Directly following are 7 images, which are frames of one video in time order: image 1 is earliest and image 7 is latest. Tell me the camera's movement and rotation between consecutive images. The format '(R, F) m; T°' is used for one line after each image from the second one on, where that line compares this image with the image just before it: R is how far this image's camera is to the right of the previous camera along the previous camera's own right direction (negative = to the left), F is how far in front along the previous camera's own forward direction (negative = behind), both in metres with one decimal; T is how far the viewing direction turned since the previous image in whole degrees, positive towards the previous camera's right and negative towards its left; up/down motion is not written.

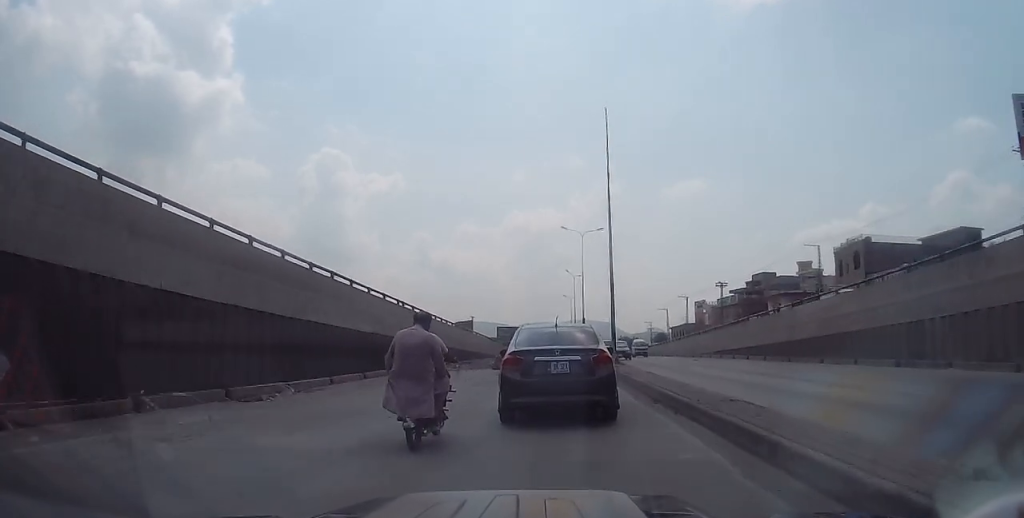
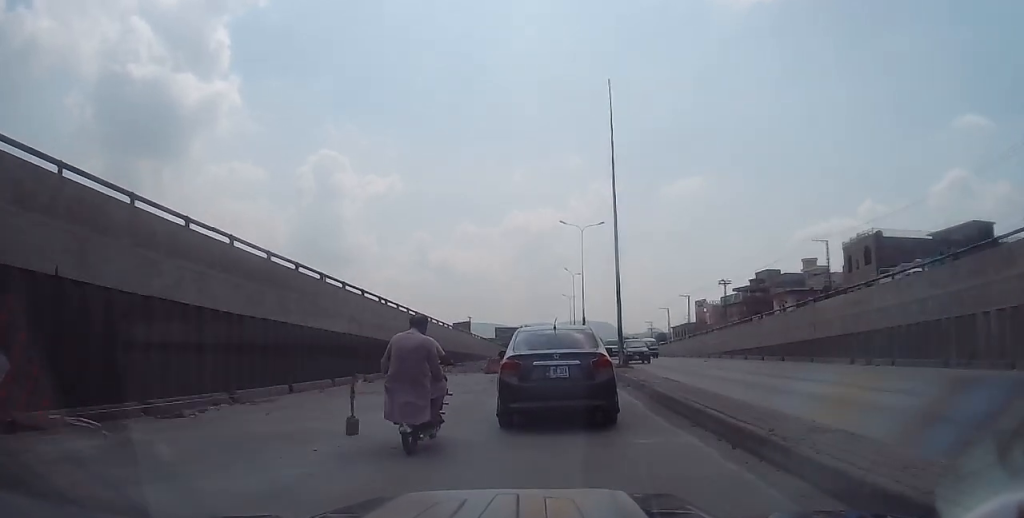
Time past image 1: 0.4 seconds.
(-0.1, +3.1) m; -1°
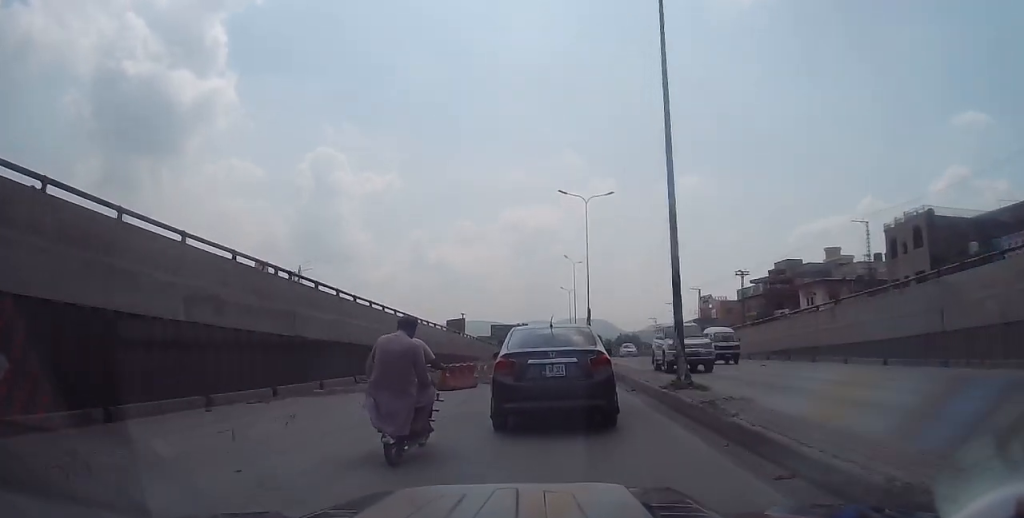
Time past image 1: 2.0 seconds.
(0.0, +11.4) m; 0°
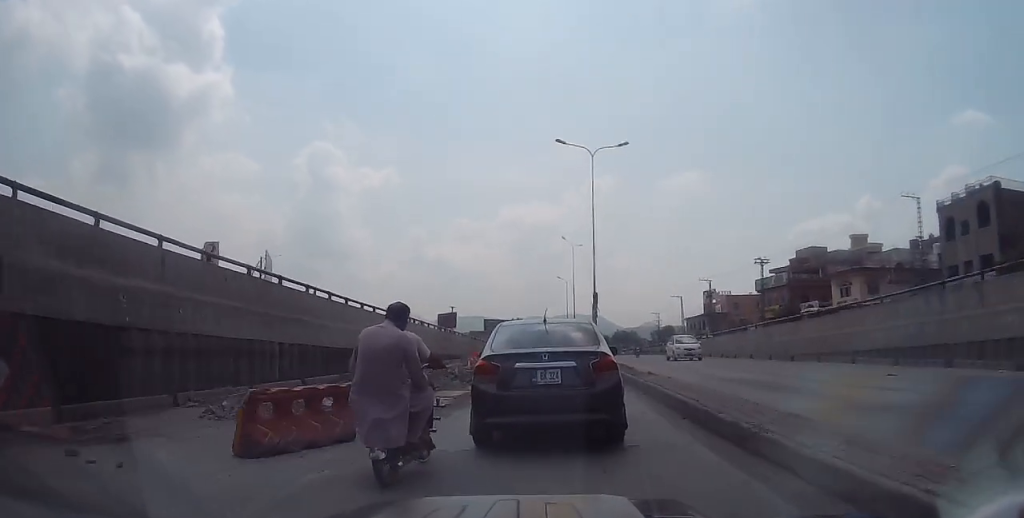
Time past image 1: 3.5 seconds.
(+0.1, +11.4) m; +2°
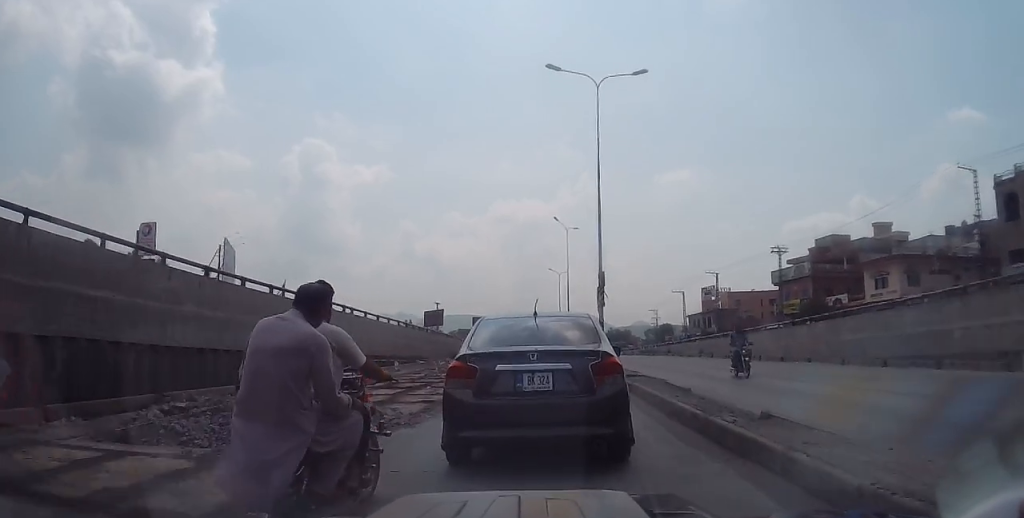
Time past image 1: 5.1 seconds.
(-0.7, +10.1) m; -5°
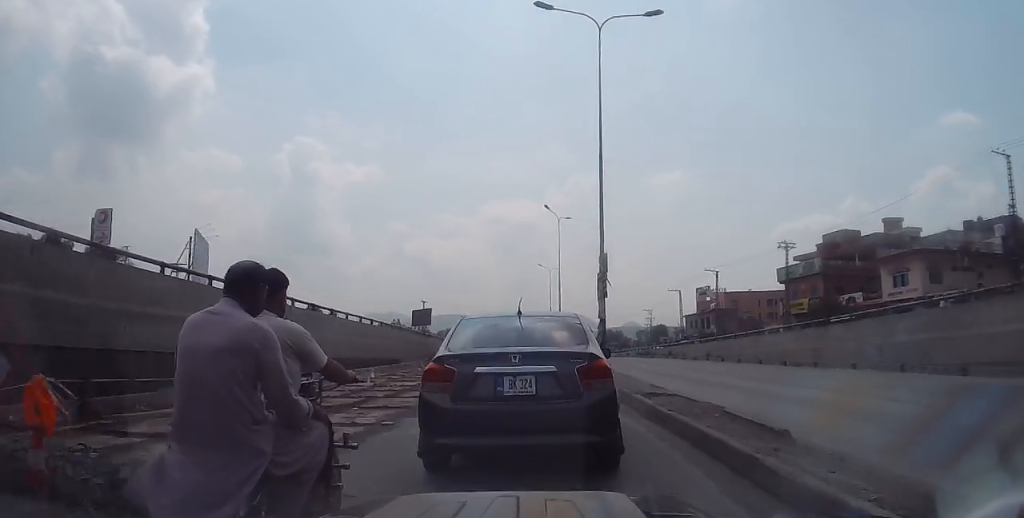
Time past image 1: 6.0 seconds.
(0.0, +5.3) m; +4°
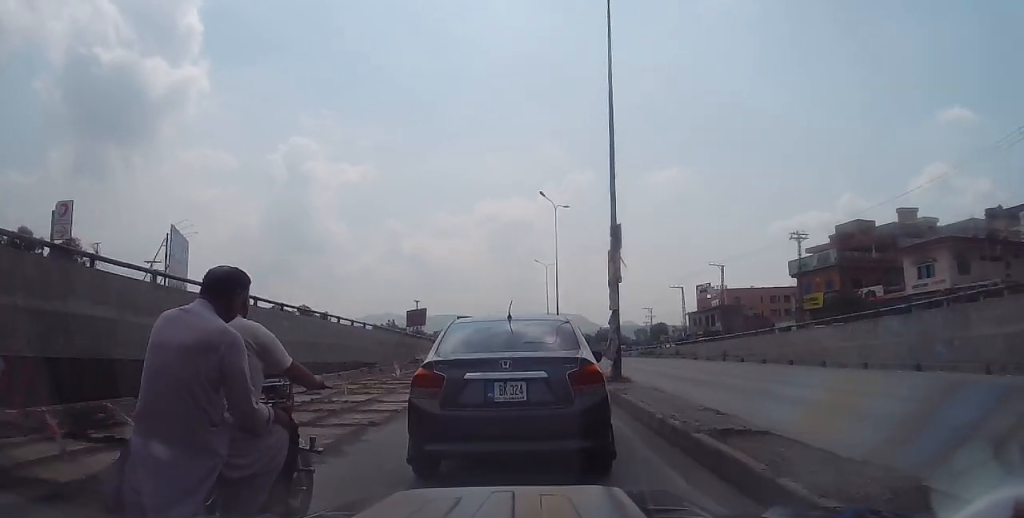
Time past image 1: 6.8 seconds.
(+0.4, +4.8) m; +3°
